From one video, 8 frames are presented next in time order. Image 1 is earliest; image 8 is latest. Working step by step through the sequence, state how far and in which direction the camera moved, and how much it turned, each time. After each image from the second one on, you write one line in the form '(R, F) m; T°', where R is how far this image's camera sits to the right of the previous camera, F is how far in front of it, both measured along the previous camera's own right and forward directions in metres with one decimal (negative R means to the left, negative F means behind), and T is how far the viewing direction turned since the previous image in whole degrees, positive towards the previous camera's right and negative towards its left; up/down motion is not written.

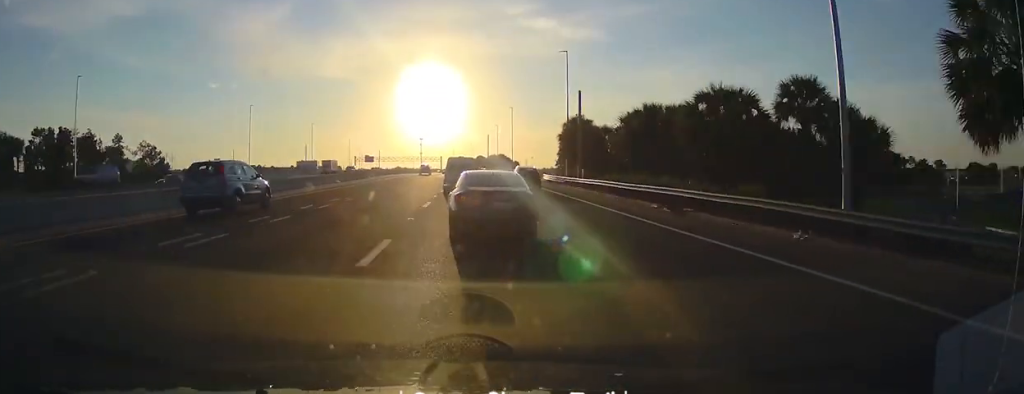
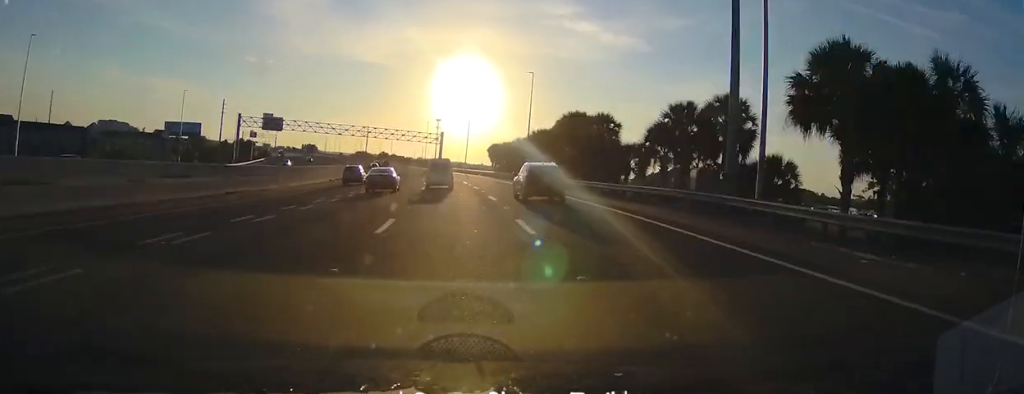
(-3.2, +193.8) m; -6°
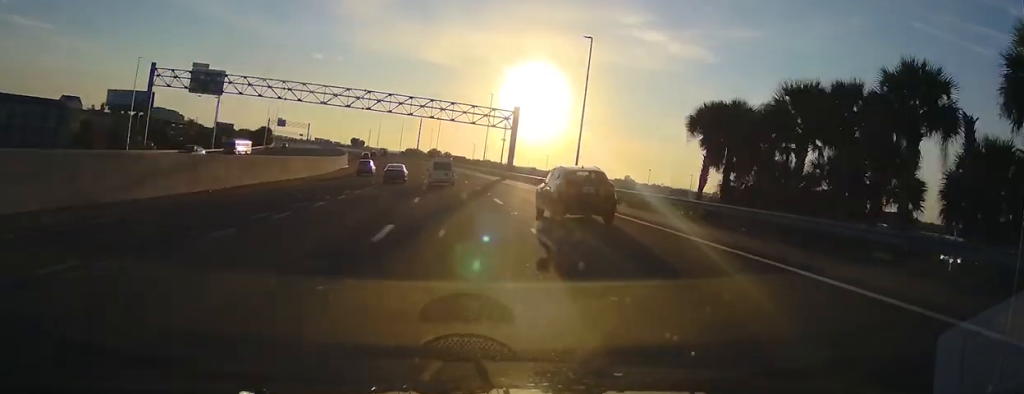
(-3.8, +59.6) m; -4°
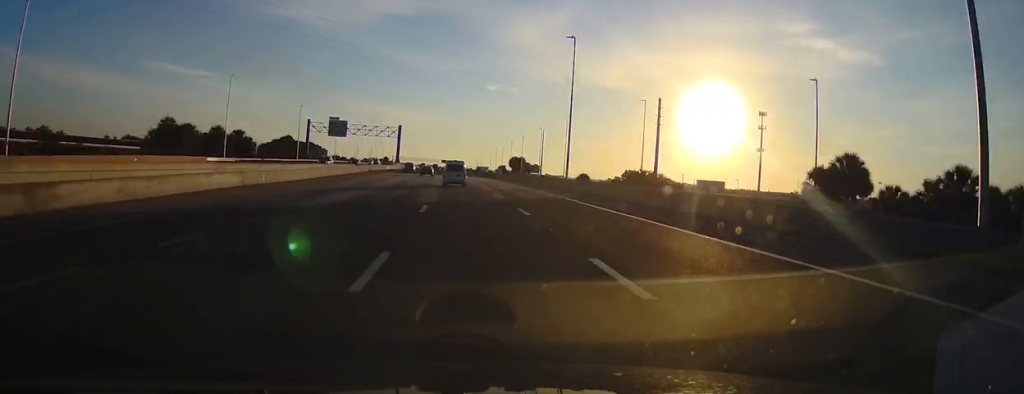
(-17.3, +149.6) m; -14°
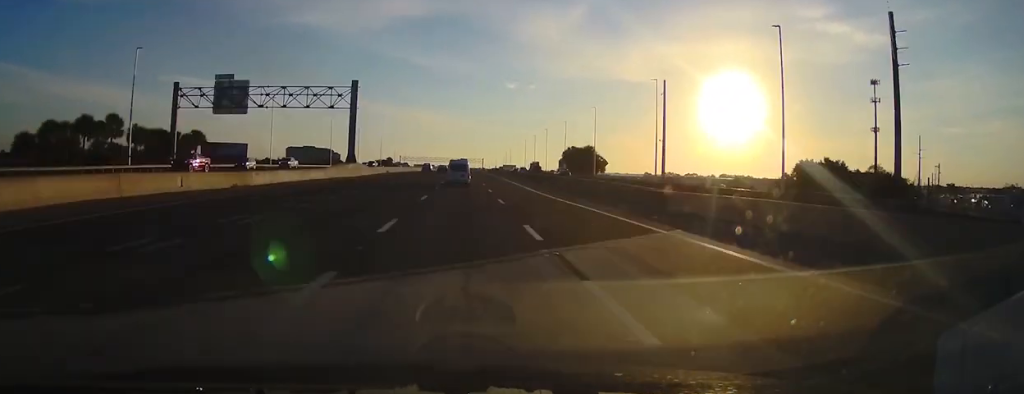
(-4.7, +98.2) m; -3°
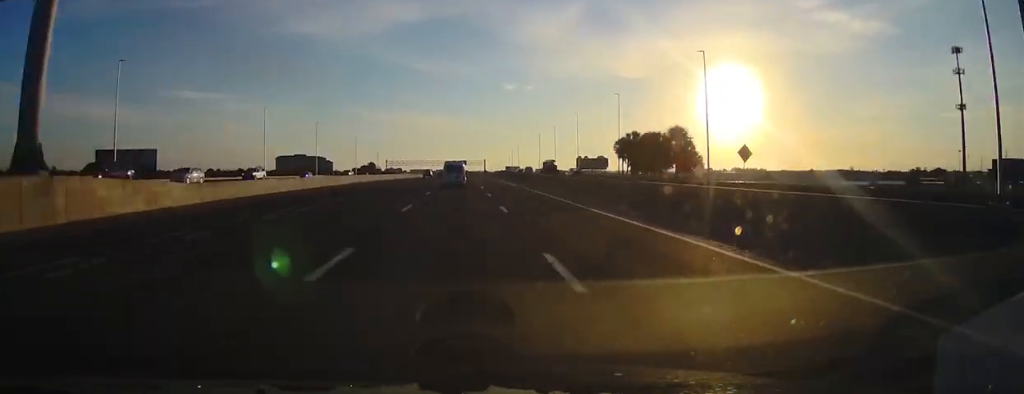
(-1.4, +74.4) m; -1°
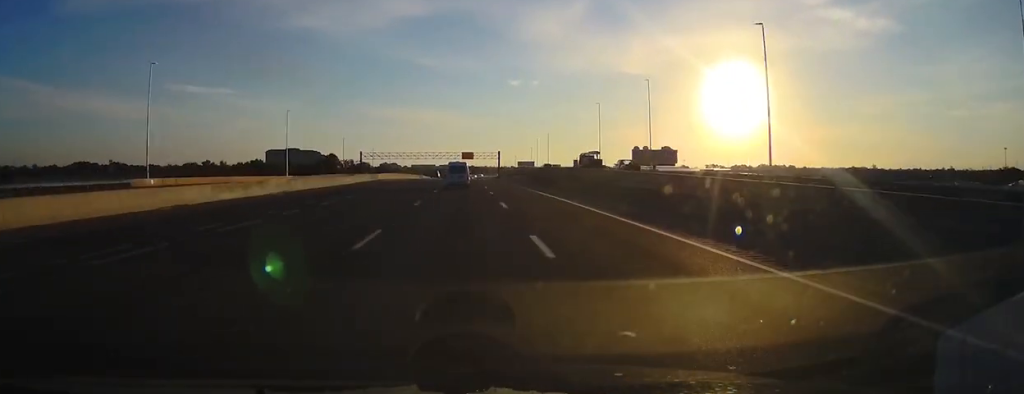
(-2.0, +125.0) m; -1°
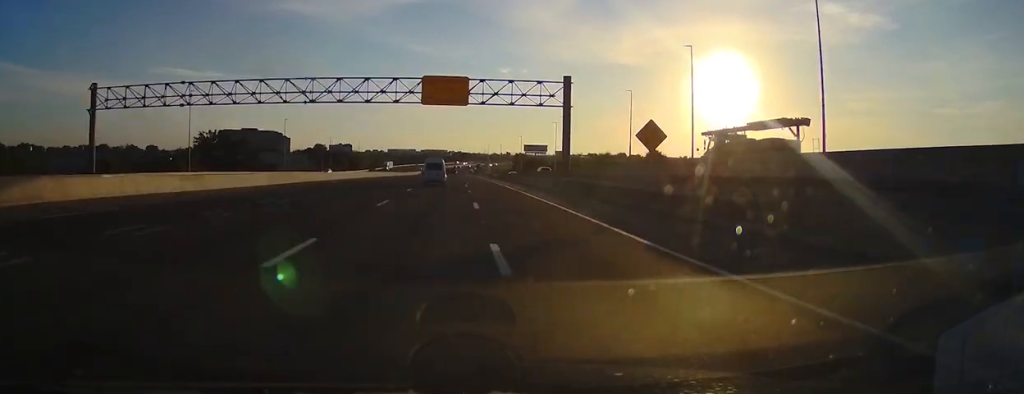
(+0.8, +166.1) m; 0°
